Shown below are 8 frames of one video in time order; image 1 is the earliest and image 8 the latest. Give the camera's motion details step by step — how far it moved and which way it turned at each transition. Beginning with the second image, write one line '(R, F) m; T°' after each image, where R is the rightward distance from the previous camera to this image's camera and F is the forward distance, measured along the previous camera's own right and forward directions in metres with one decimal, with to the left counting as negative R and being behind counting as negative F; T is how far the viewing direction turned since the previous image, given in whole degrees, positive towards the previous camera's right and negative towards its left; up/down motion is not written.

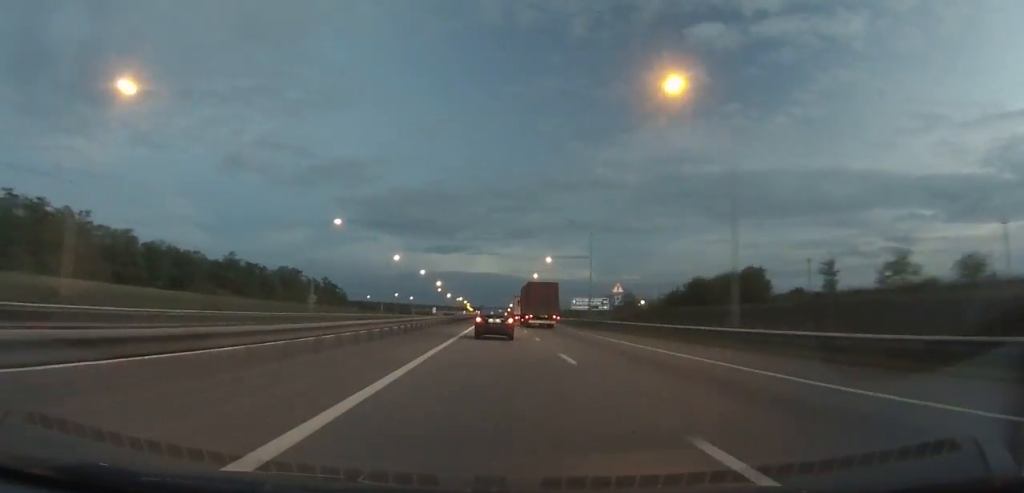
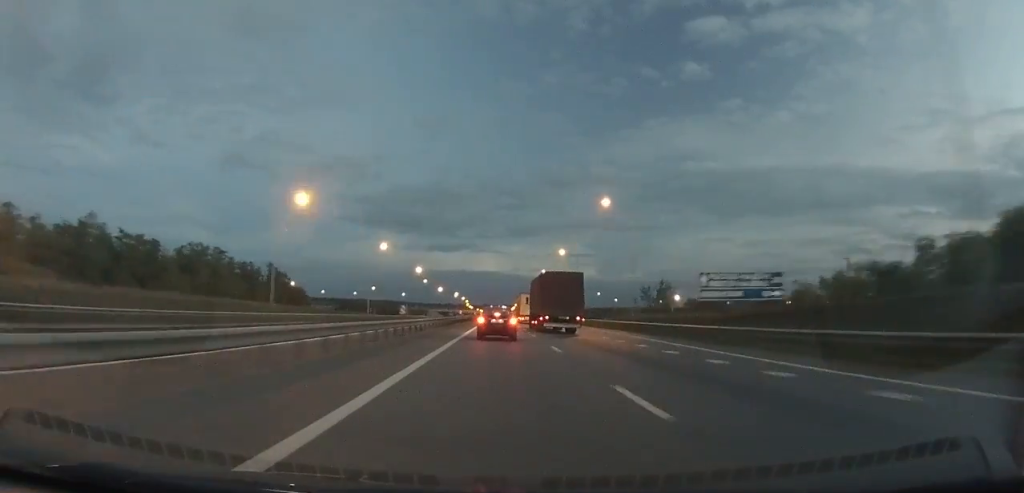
(-0.2, +55.7) m; 0°
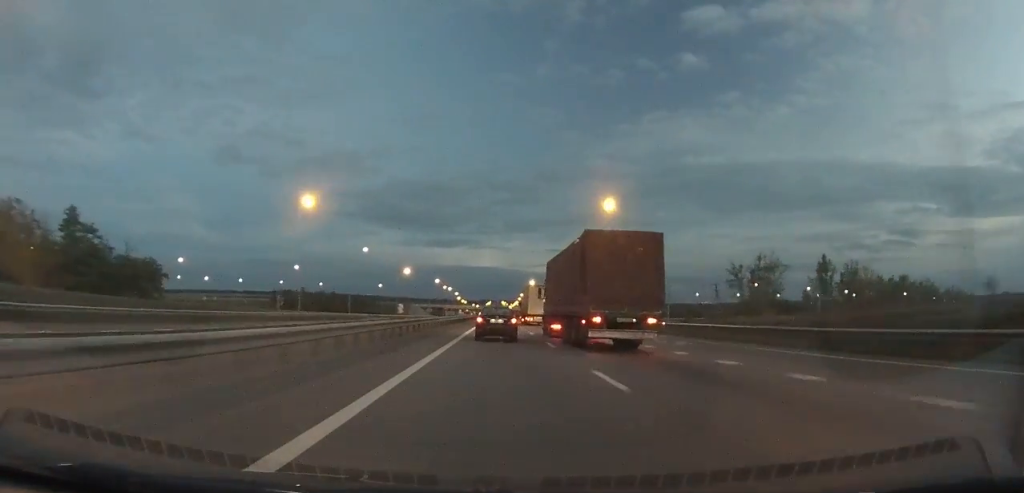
(-0.4, +82.8) m; 0°
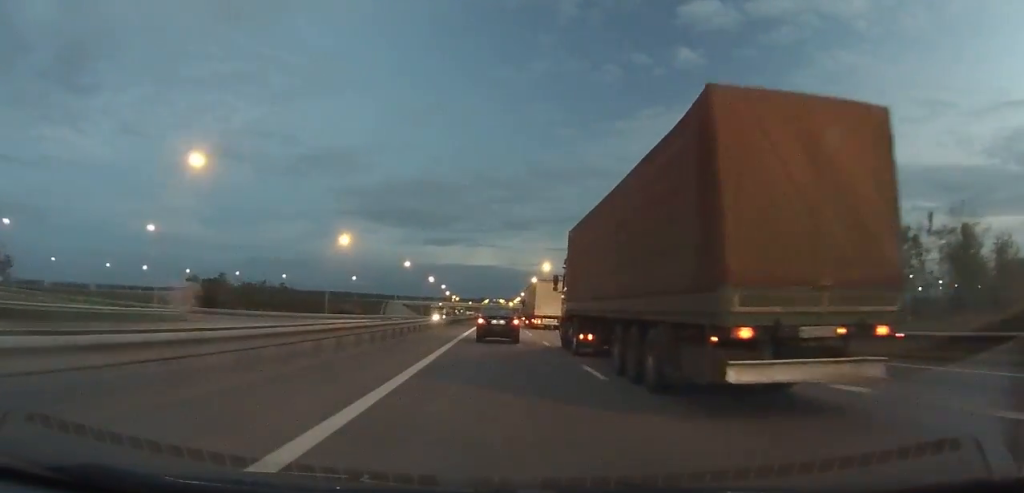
(0.0, +57.7) m; 0°
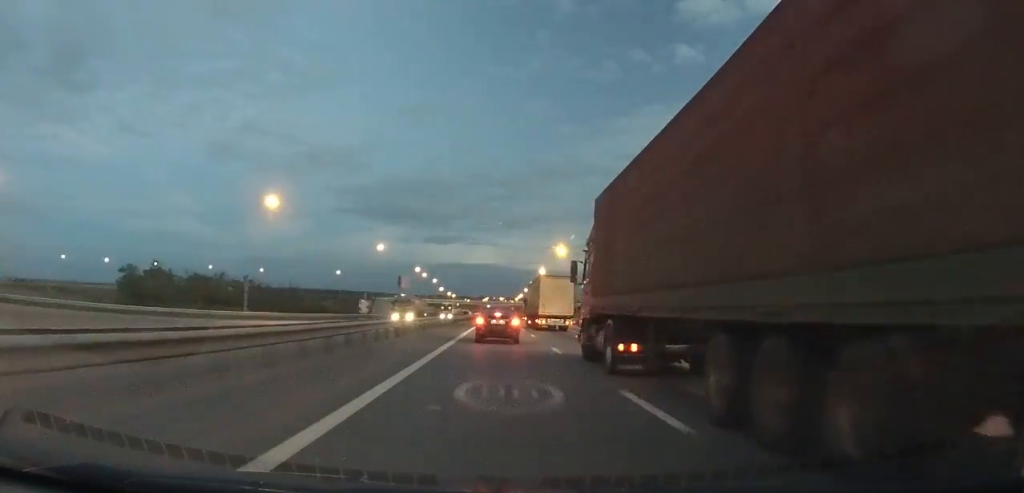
(-0.1, +29.9) m; 0°
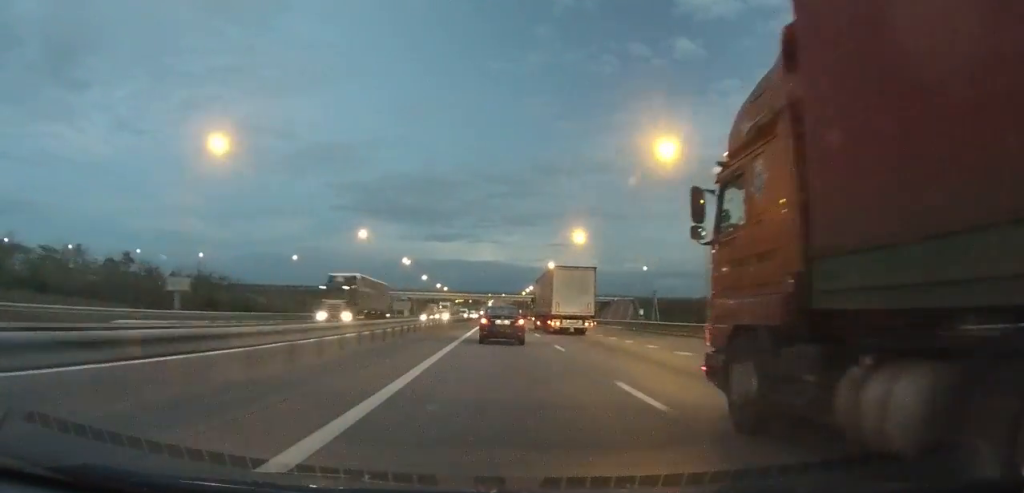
(+0.2, +58.5) m; 0°
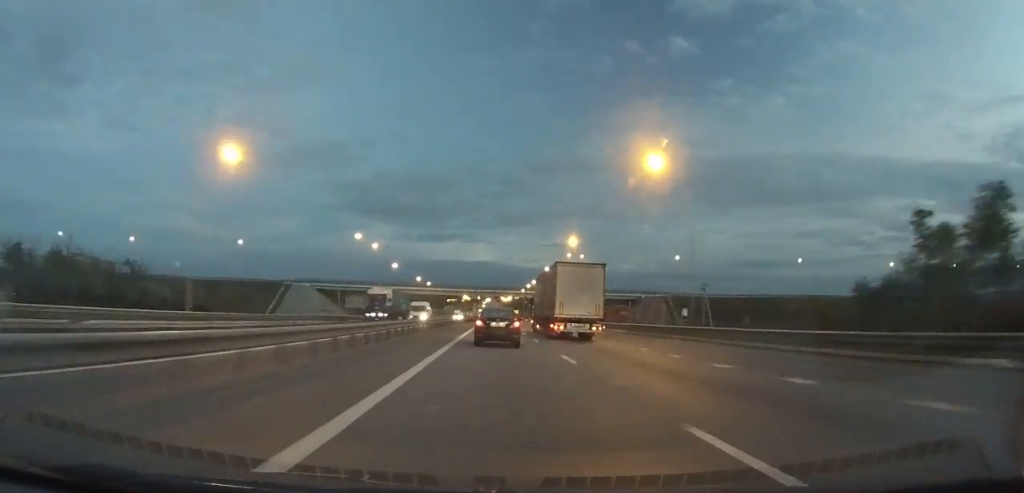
(0.0, +41.0) m; 0°
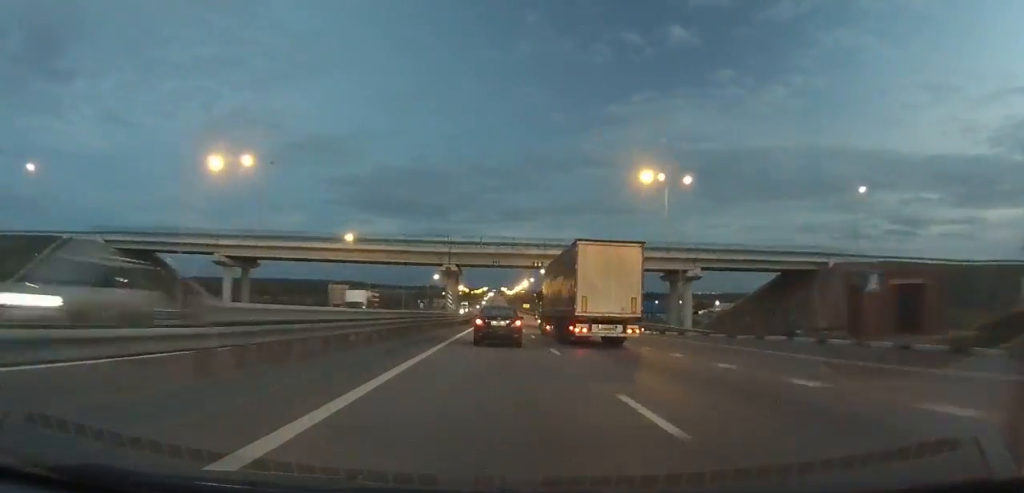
(-0.1, +83.9) m; 0°
